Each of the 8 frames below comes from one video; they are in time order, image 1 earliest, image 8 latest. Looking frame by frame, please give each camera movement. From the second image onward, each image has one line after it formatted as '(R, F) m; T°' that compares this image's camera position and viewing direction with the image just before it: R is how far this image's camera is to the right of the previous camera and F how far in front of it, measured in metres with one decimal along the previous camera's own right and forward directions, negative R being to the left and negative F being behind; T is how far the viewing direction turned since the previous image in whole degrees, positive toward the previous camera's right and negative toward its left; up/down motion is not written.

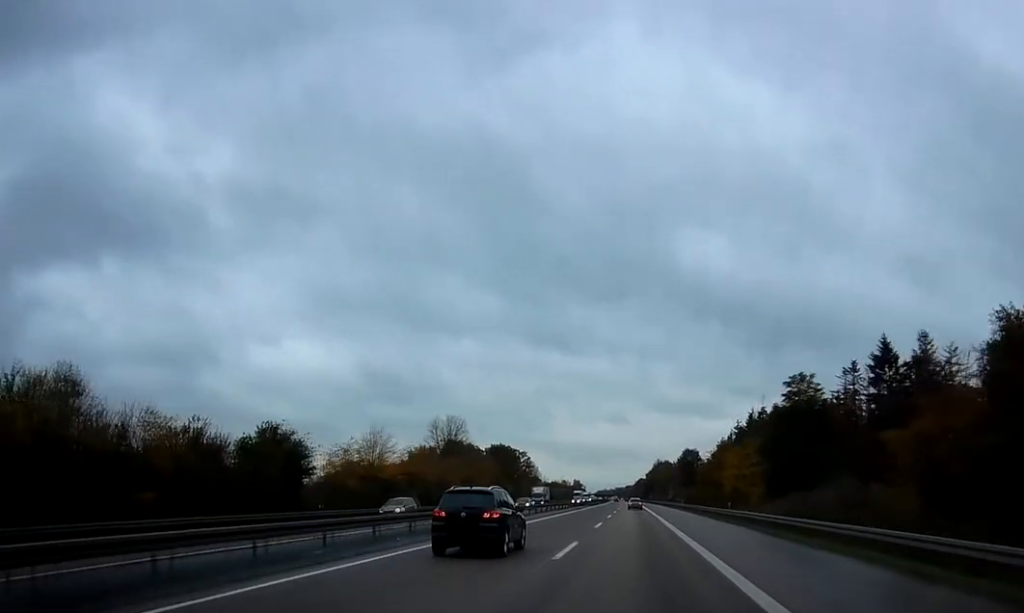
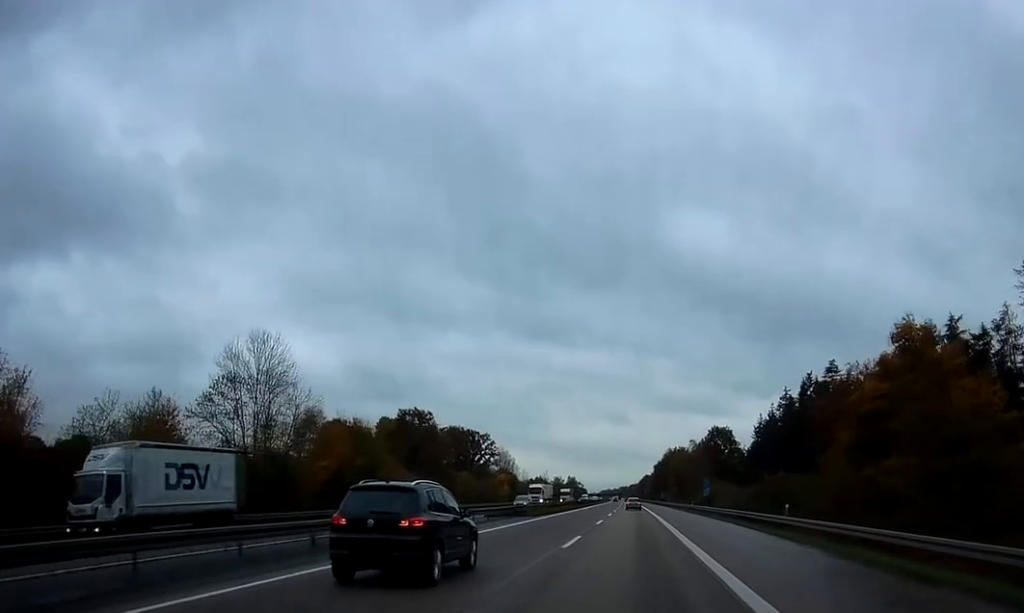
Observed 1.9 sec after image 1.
(-1.4, +68.2) m; -1°
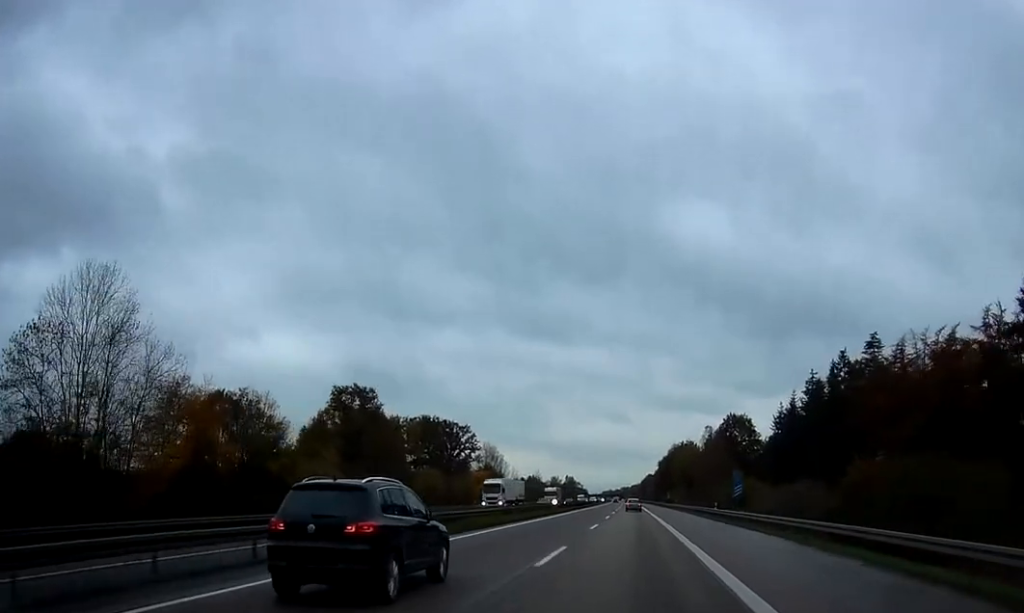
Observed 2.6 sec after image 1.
(+0.2, +23.9) m; 0°
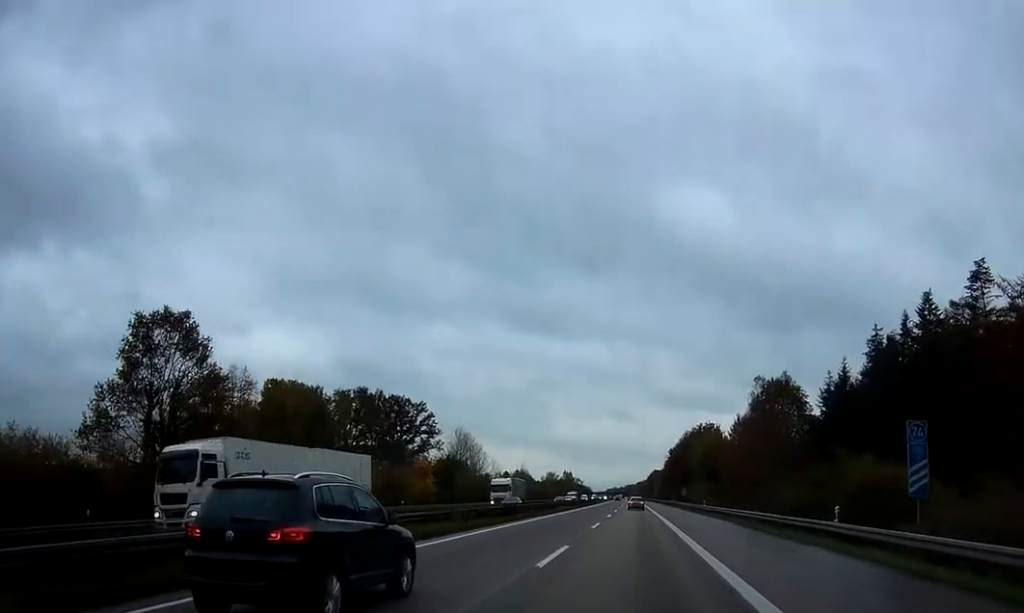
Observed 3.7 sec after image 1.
(-0.2, +37.8) m; 0°
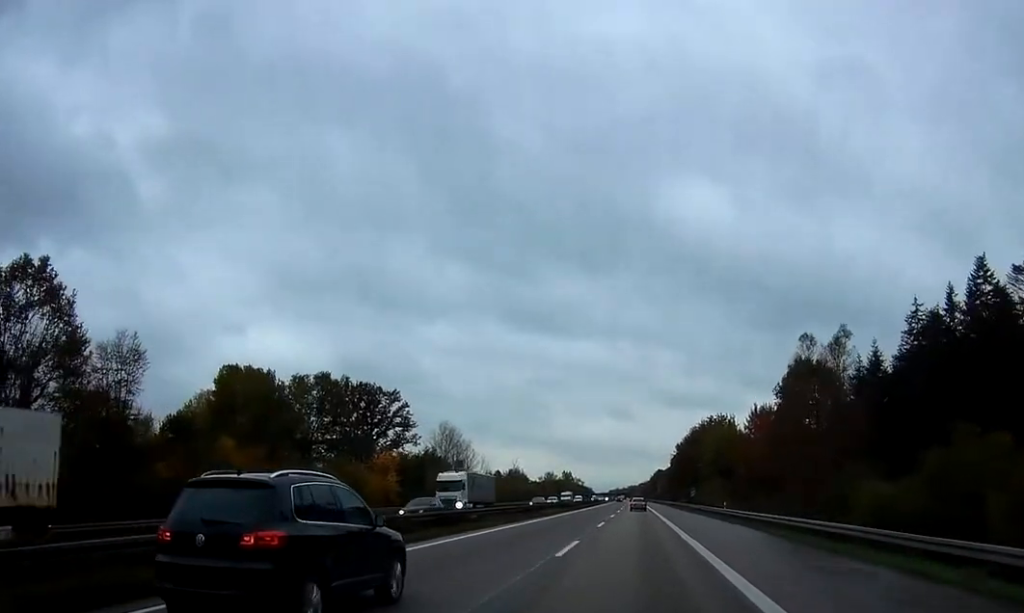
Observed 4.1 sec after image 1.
(0.0, +16.2) m; 0°
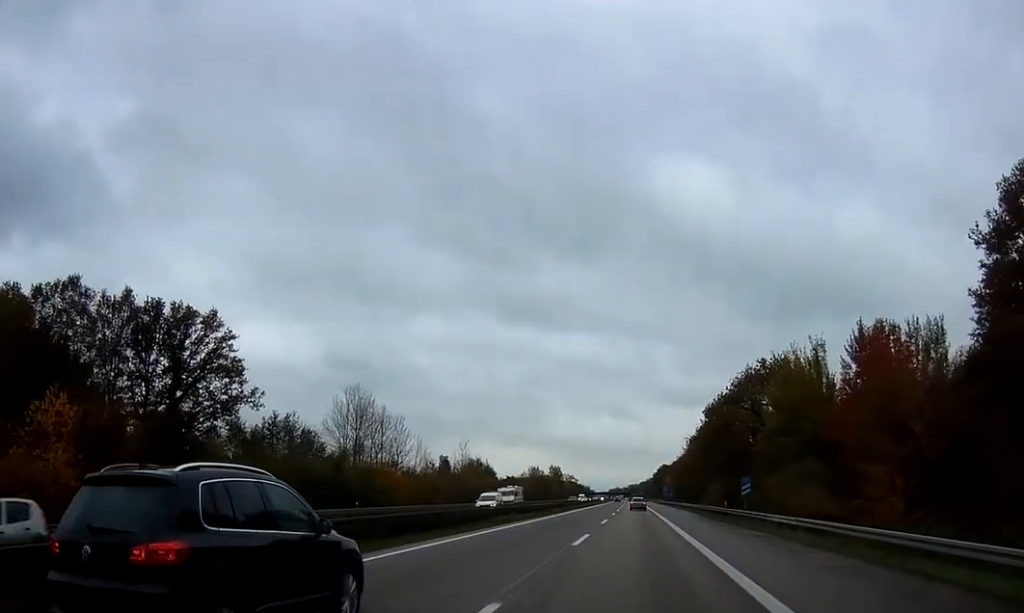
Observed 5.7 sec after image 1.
(-0.4, +52.4) m; 0°
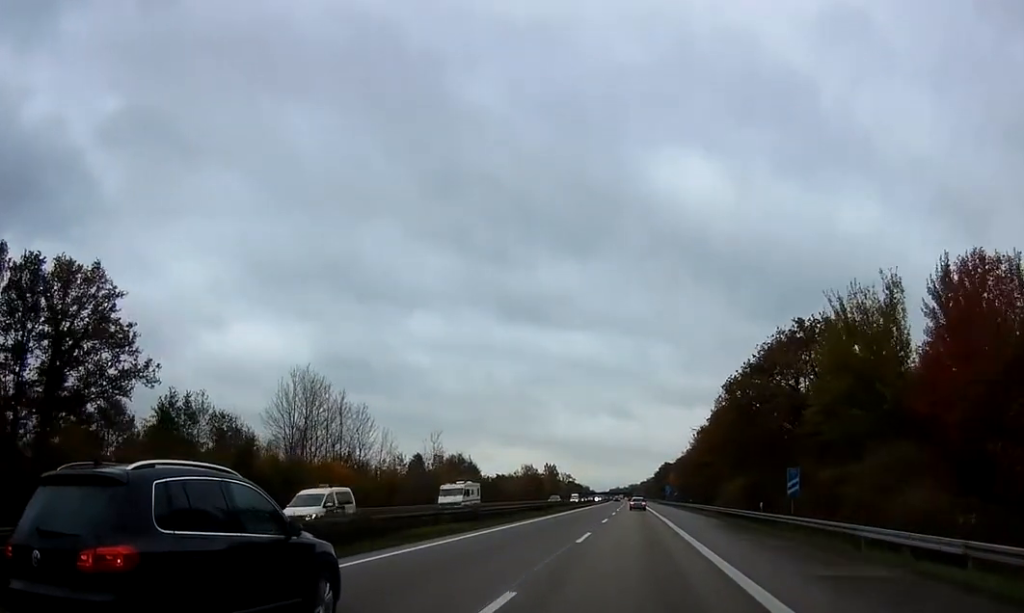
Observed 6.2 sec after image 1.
(+0.1, +17.1) m; 0°
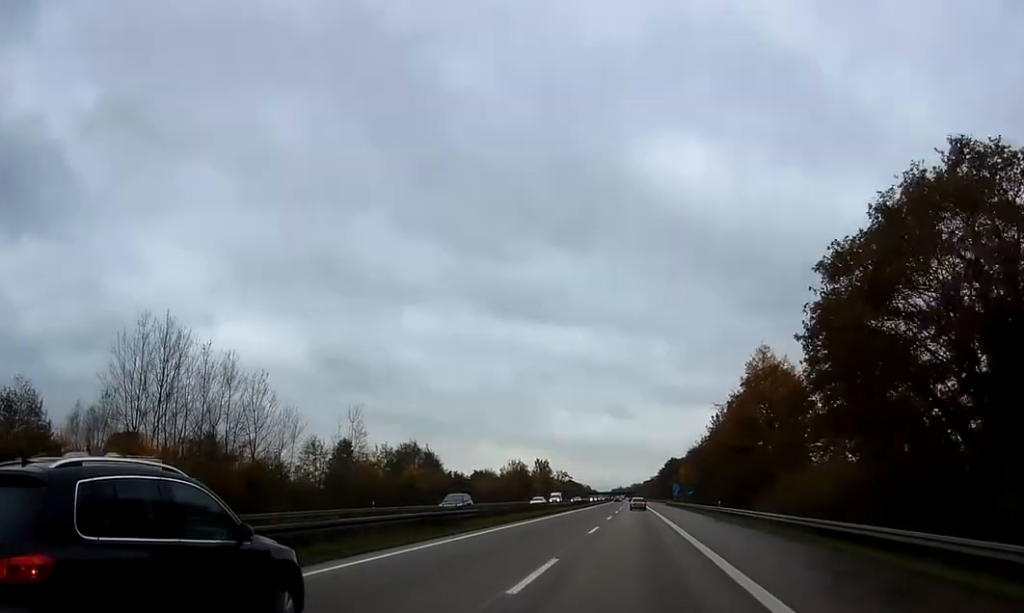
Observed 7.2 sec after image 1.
(+0.4, +31.0) m; 0°
